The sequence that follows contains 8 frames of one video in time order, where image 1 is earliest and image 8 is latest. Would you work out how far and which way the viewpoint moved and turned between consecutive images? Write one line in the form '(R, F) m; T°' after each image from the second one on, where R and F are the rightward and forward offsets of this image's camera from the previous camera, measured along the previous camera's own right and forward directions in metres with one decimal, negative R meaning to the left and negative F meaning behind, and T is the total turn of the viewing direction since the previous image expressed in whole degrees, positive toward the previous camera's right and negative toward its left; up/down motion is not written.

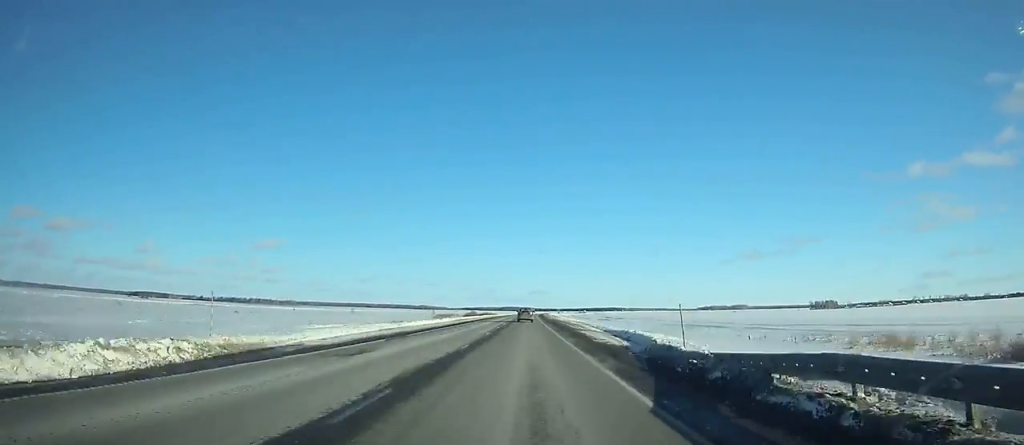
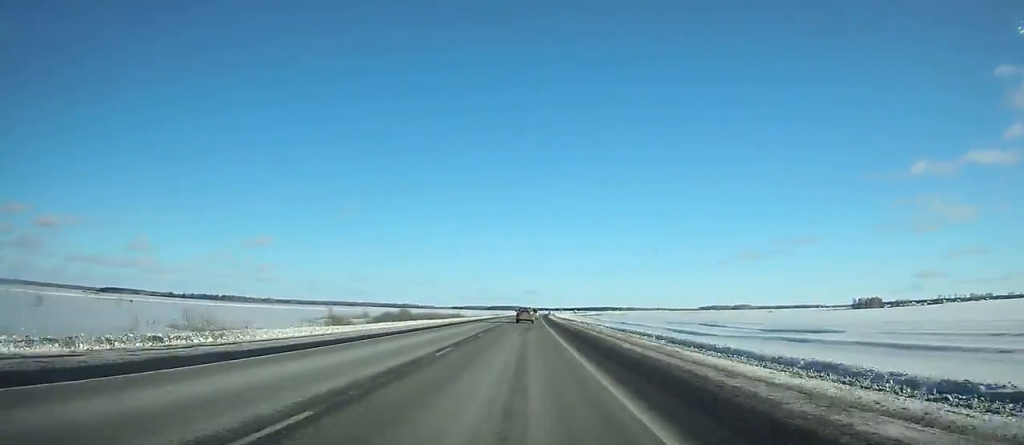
(+1.2, +145.9) m; +1°
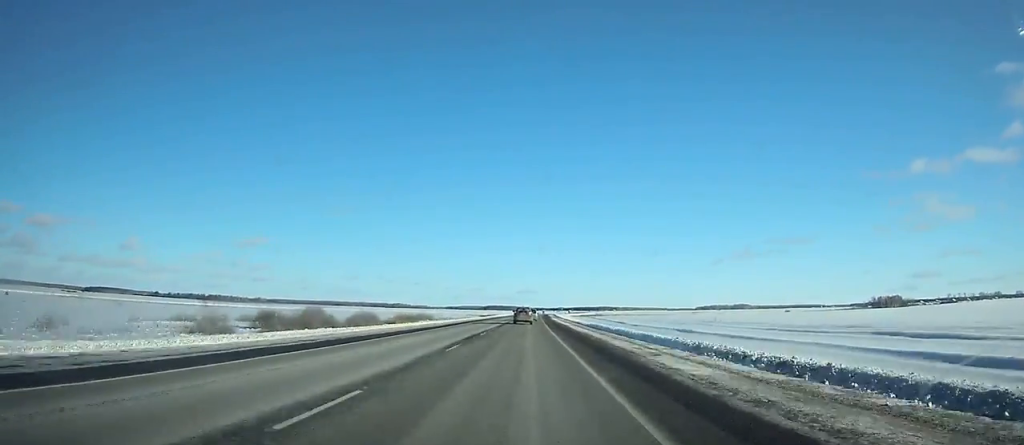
(+0.3, +56.6) m; 0°
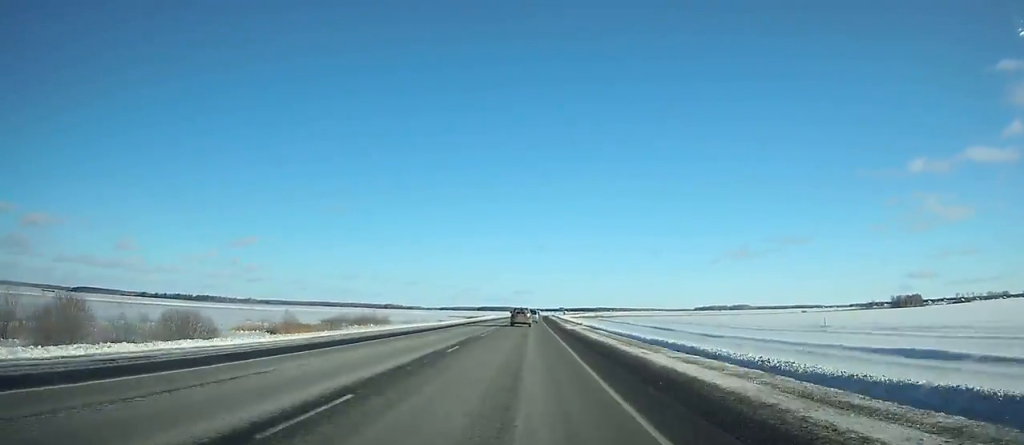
(+0.1, +47.2) m; 0°
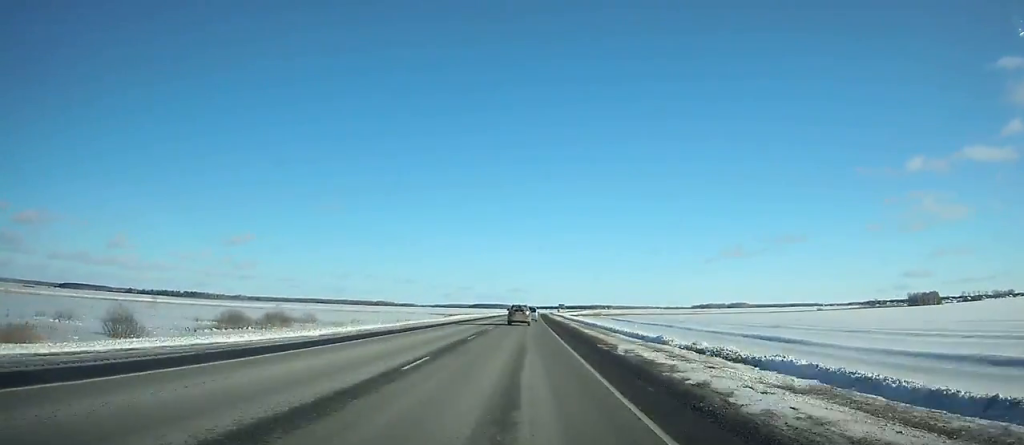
(+0.1, +40.8) m; 0°
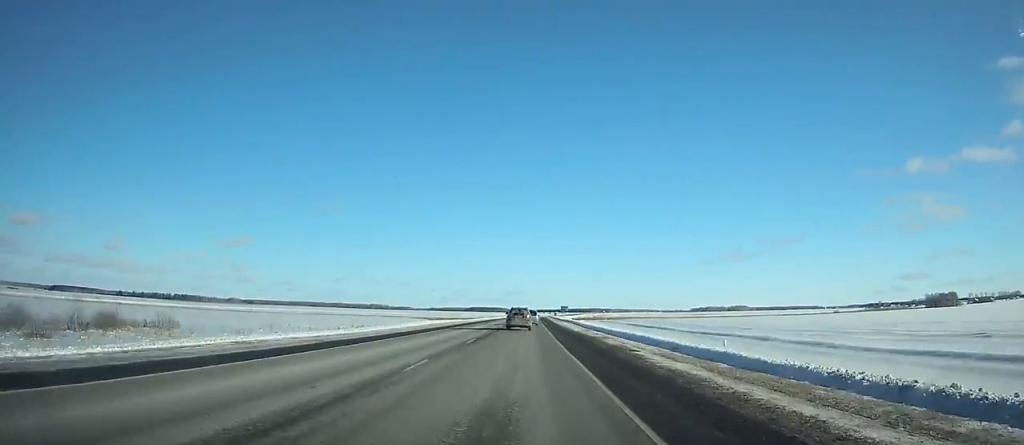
(+0.1, +35.1) m; 0°
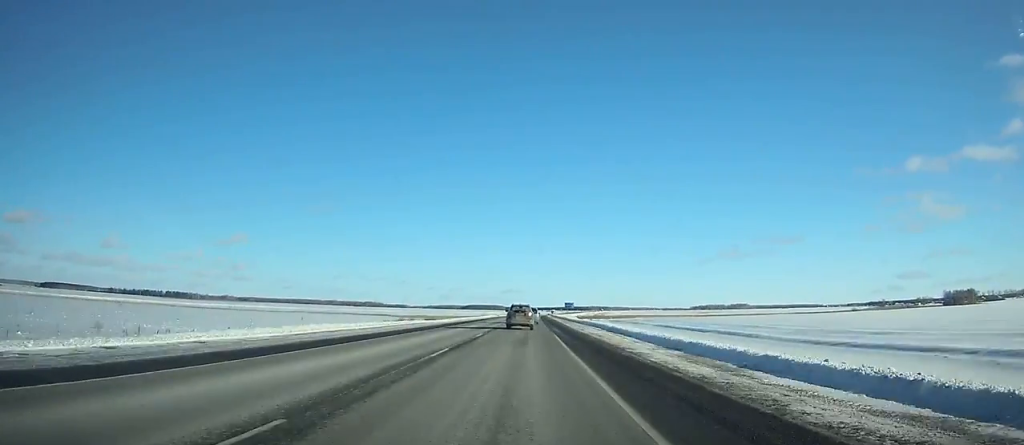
(+0.2, +32.1) m; 0°
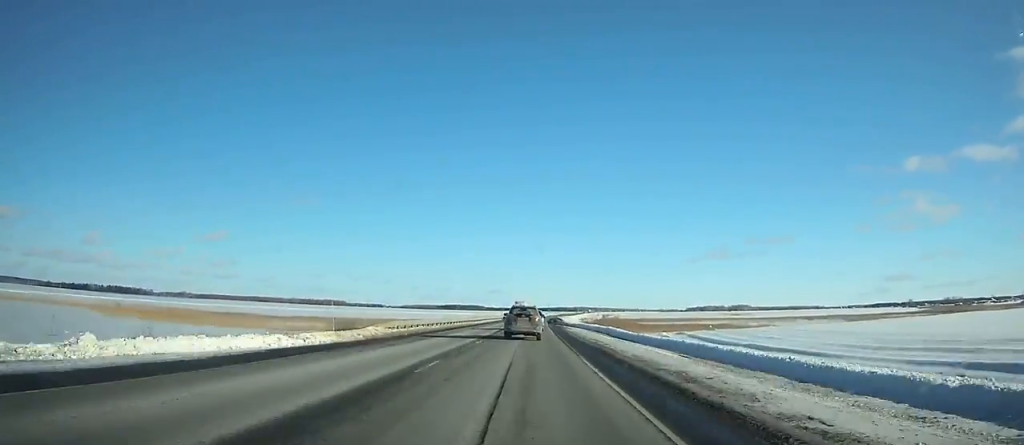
(+2.8, +202.2) m; +2°
